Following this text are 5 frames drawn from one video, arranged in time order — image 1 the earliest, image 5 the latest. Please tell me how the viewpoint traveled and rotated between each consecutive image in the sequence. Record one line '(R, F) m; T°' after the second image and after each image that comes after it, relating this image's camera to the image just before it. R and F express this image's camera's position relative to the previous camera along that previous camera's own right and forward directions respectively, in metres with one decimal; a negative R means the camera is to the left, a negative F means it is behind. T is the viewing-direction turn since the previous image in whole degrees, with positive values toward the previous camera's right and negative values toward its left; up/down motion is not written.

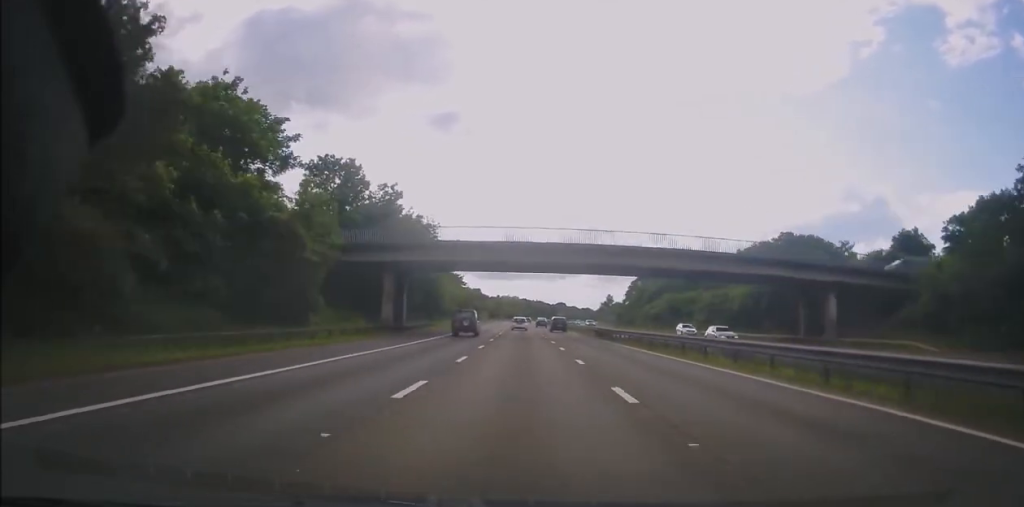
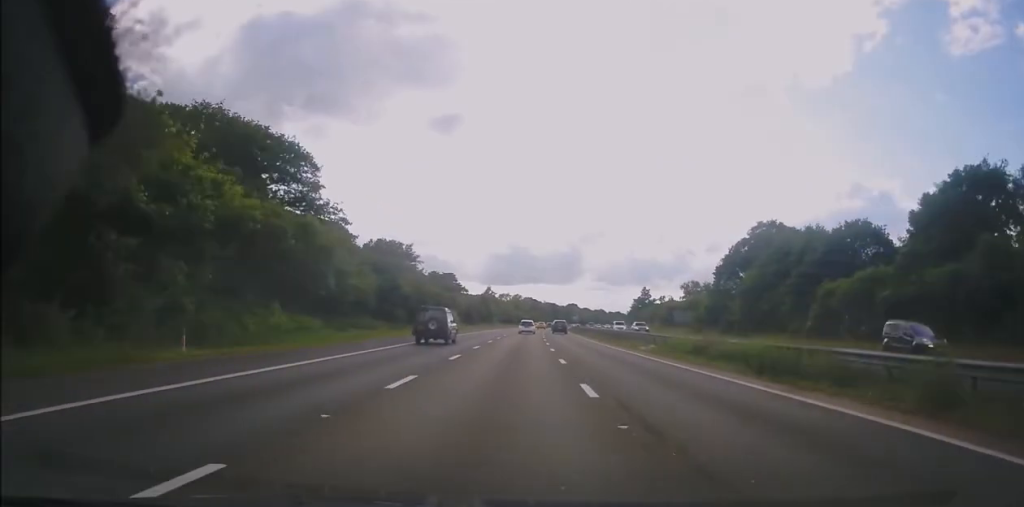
(-0.3, +83.7) m; -1°
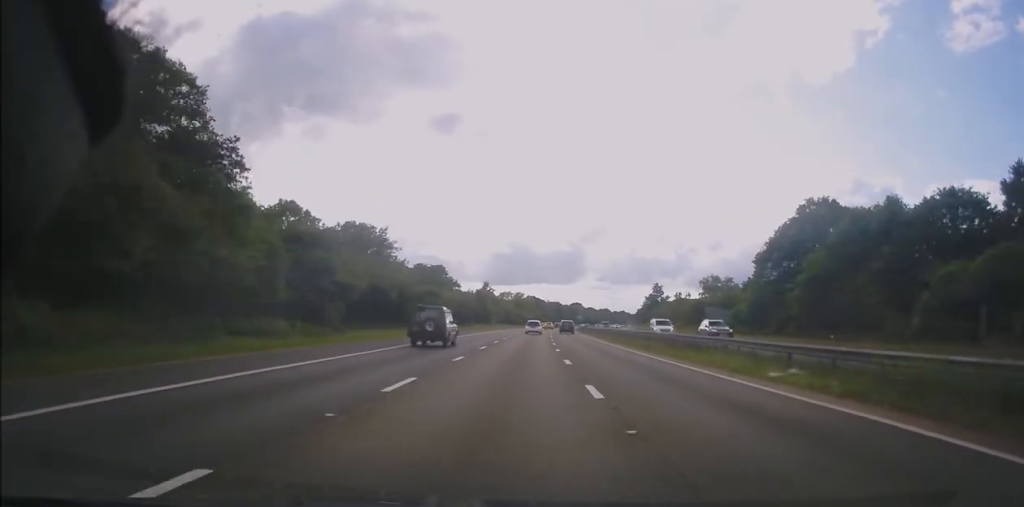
(0.0, +17.6) m; 0°
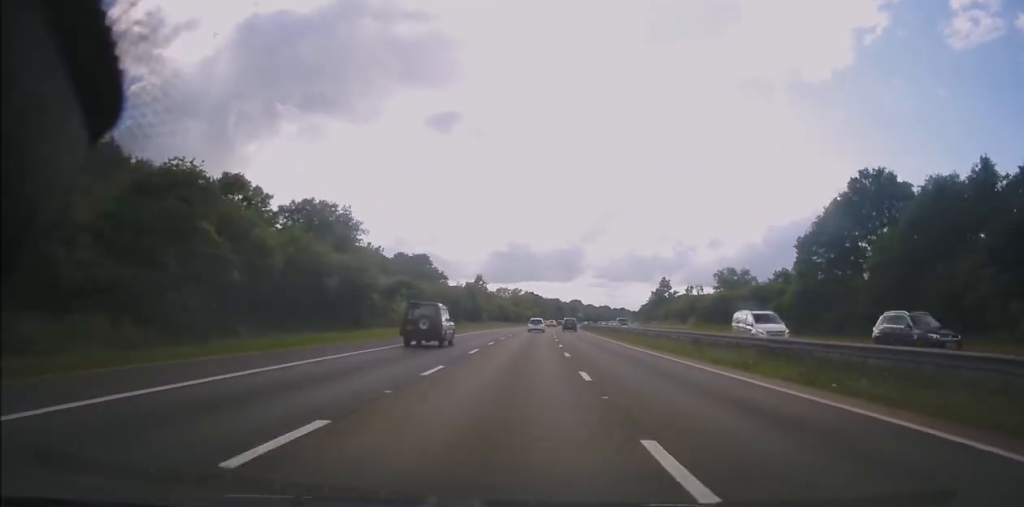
(0.0, +14.5) m; 0°
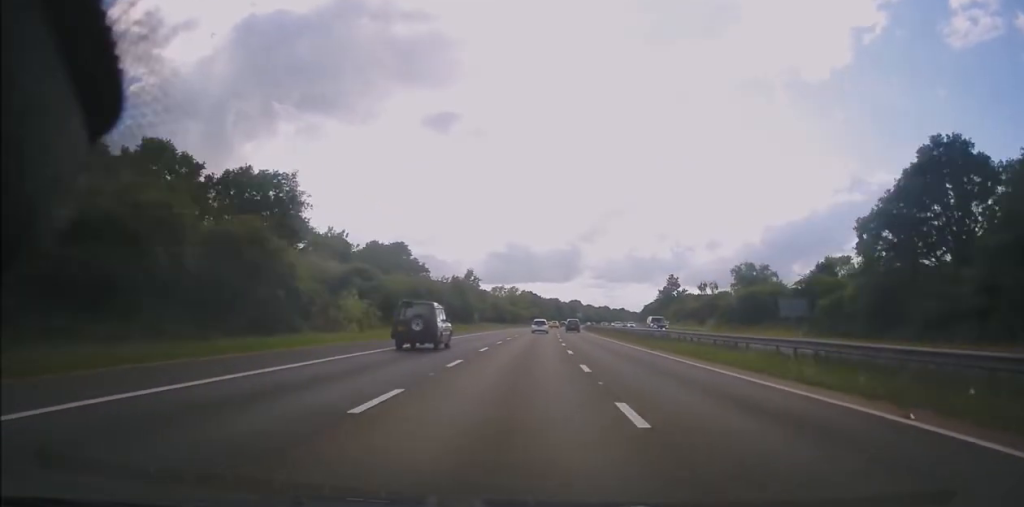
(0.0, +14.5) m; 0°
